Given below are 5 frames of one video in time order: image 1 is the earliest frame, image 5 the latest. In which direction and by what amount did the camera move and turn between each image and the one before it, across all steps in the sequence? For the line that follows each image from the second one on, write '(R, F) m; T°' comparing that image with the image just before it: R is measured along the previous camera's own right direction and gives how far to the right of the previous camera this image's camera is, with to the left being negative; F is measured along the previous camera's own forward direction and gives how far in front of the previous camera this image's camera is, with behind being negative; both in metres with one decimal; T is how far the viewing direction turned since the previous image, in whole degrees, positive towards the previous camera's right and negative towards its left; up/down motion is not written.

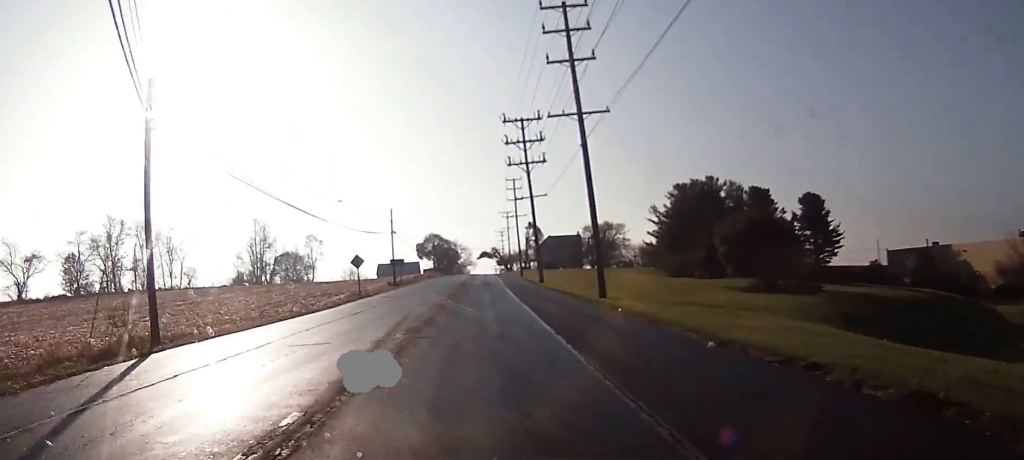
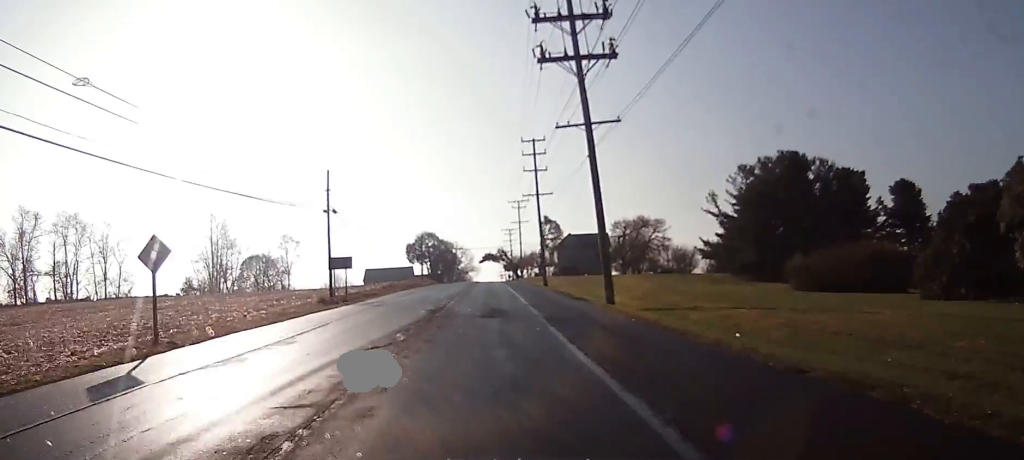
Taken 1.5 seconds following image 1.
(-0.4, +35.1) m; -1°
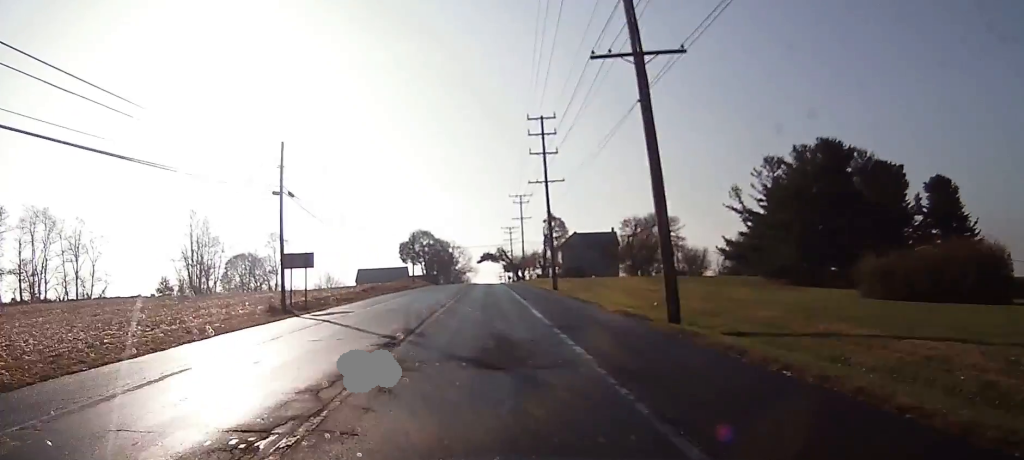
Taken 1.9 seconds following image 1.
(0.0, +11.2) m; 0°
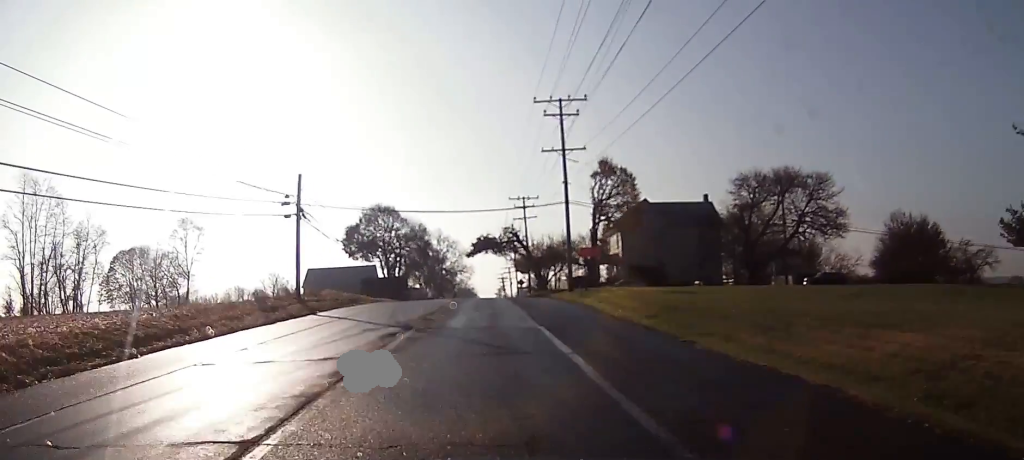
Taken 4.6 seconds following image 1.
(+0.2, +62.5) m; +1°
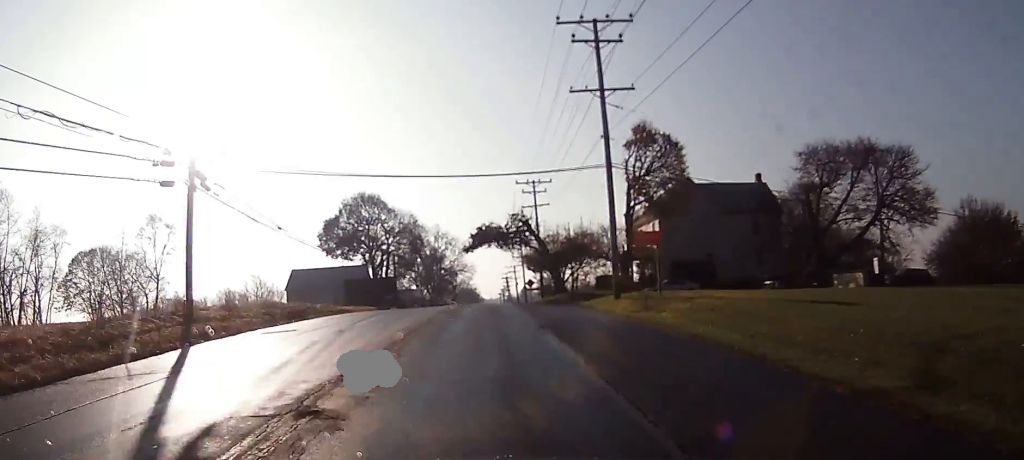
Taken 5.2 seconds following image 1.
(+0.2, +15.4) m; 0°
